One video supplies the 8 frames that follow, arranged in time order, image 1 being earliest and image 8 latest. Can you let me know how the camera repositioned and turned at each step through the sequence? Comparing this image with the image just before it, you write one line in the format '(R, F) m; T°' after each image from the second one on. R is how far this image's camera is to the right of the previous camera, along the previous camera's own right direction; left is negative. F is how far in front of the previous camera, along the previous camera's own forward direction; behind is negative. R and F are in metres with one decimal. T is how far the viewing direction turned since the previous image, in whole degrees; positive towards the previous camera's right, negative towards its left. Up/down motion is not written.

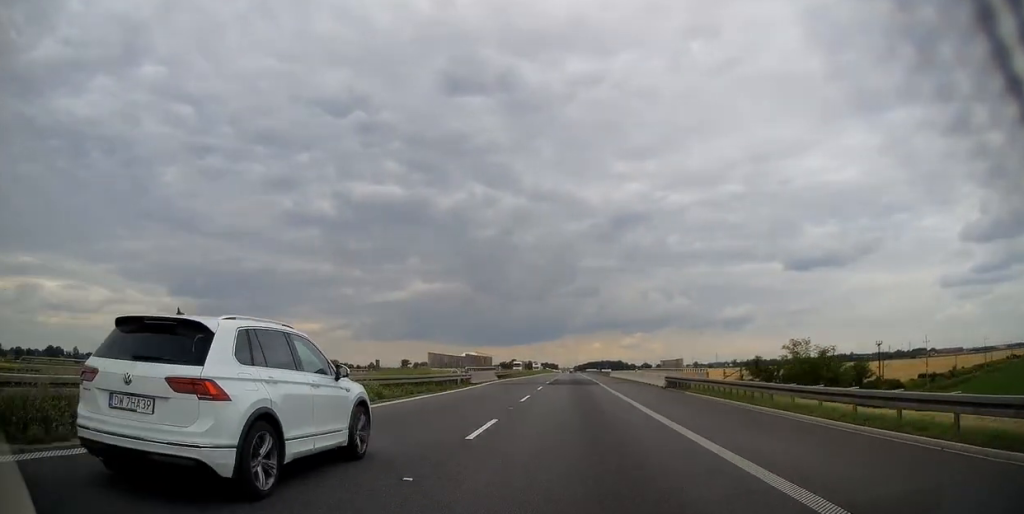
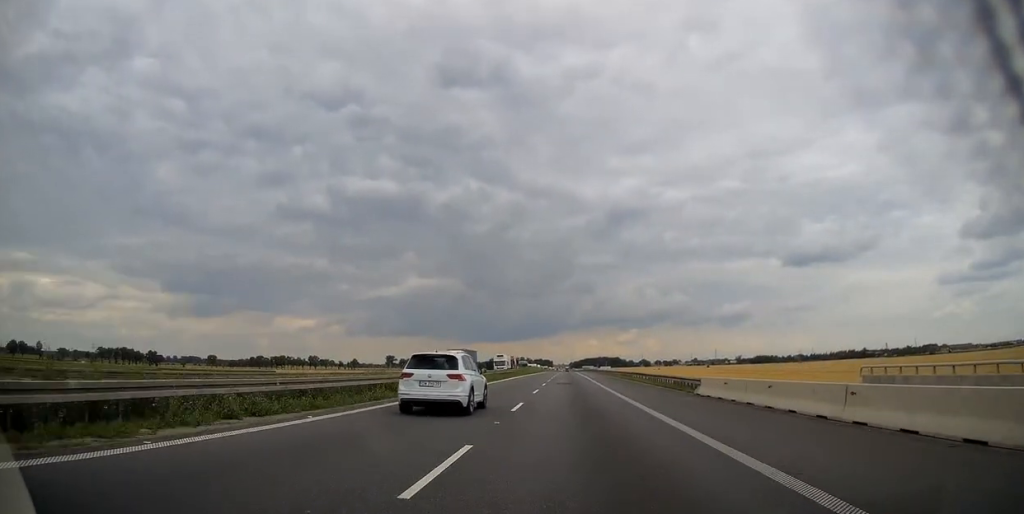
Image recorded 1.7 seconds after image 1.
(+0.5, +63.8) m; +1°
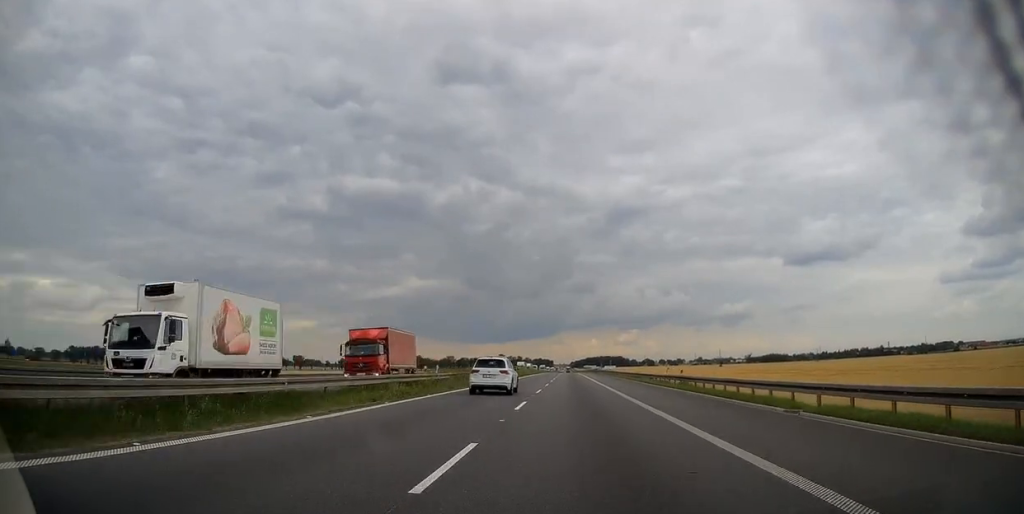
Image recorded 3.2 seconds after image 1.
(-0.1, +59.8) m; 0°
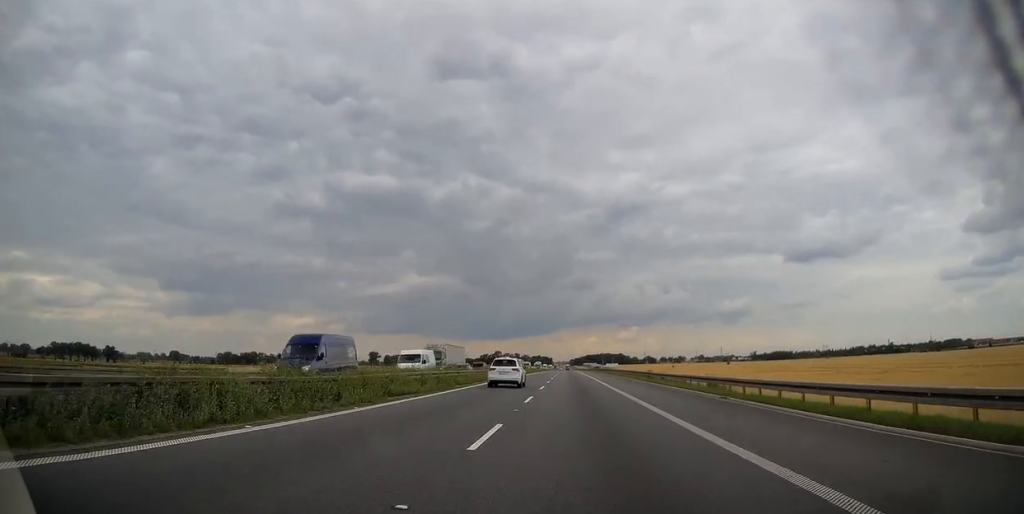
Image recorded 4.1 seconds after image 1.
(-0.2, +32.8) m; 0°
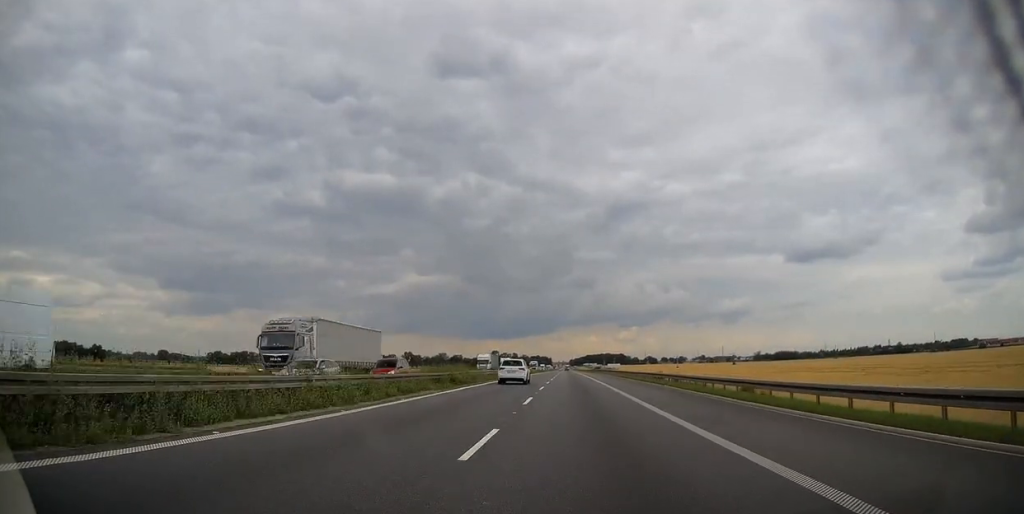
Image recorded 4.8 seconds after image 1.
(+0.2, +25.1) m; 0°
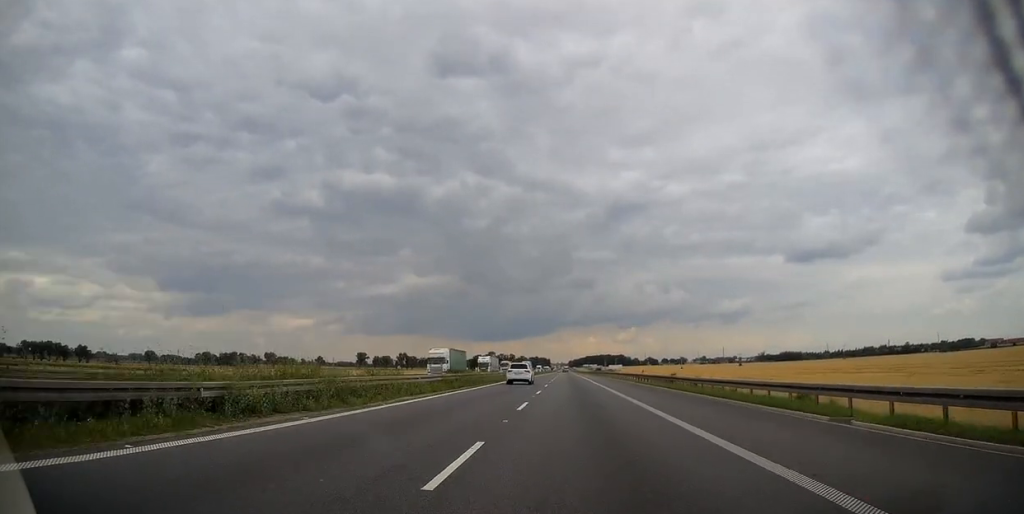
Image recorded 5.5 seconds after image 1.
(+0.1, +26.2) m; 0°
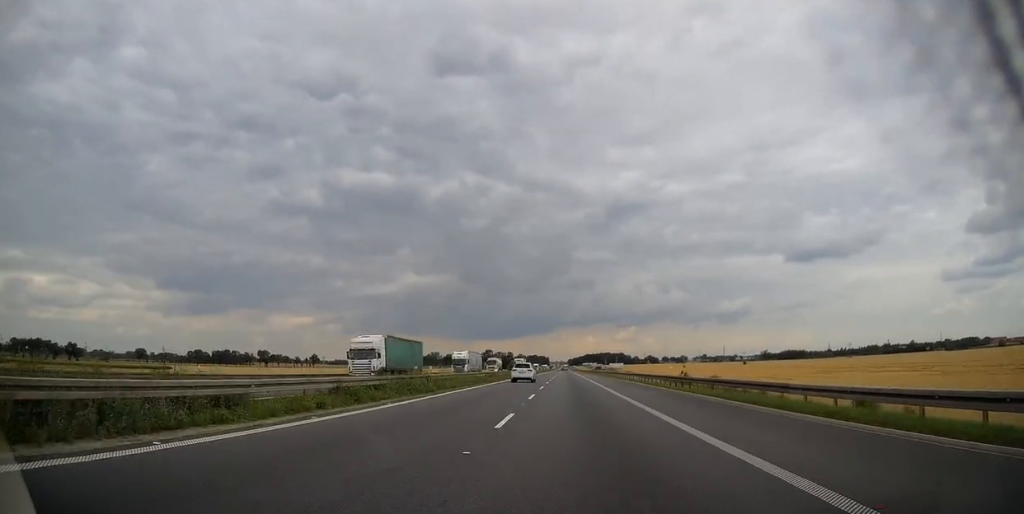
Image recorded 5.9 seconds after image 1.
(-0.1, +17.3) m; 0°
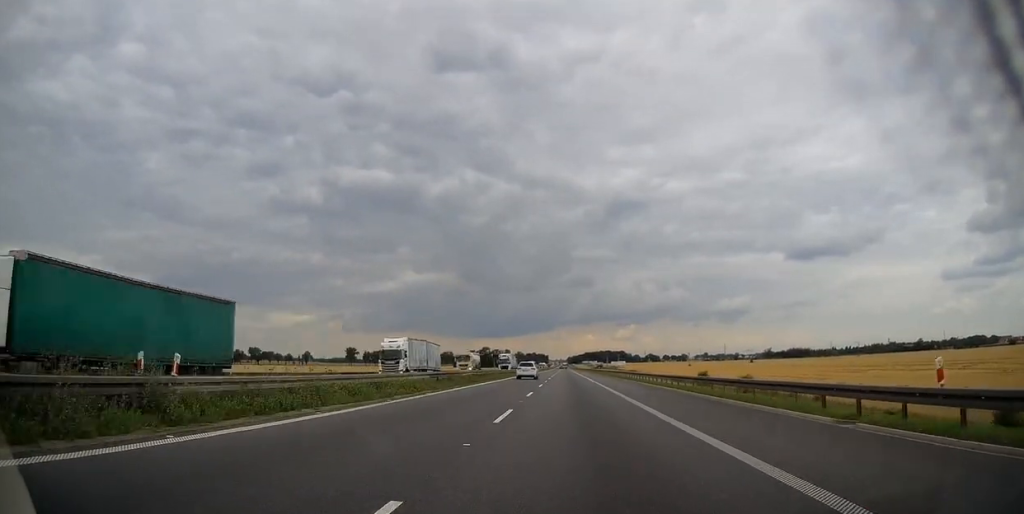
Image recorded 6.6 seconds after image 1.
(-0.1, +23.4) m; 0°
